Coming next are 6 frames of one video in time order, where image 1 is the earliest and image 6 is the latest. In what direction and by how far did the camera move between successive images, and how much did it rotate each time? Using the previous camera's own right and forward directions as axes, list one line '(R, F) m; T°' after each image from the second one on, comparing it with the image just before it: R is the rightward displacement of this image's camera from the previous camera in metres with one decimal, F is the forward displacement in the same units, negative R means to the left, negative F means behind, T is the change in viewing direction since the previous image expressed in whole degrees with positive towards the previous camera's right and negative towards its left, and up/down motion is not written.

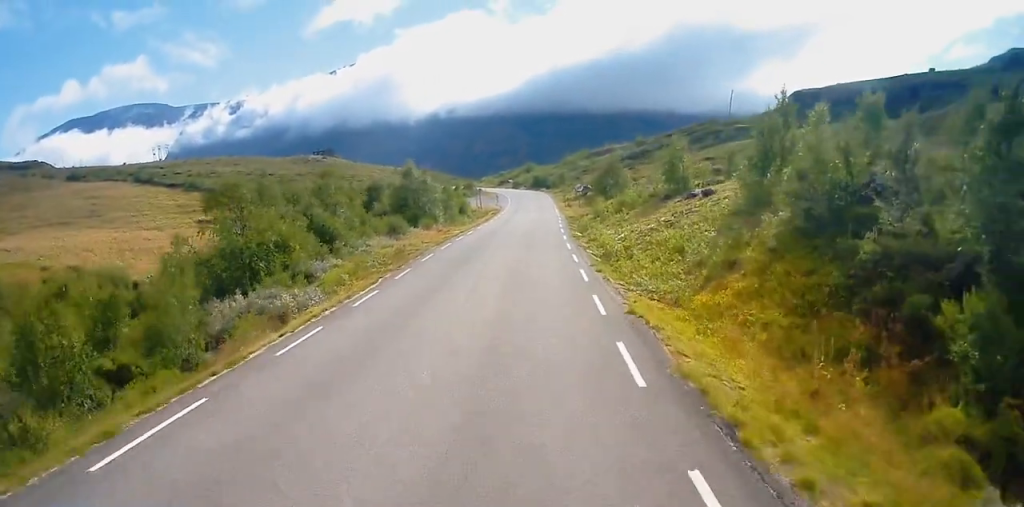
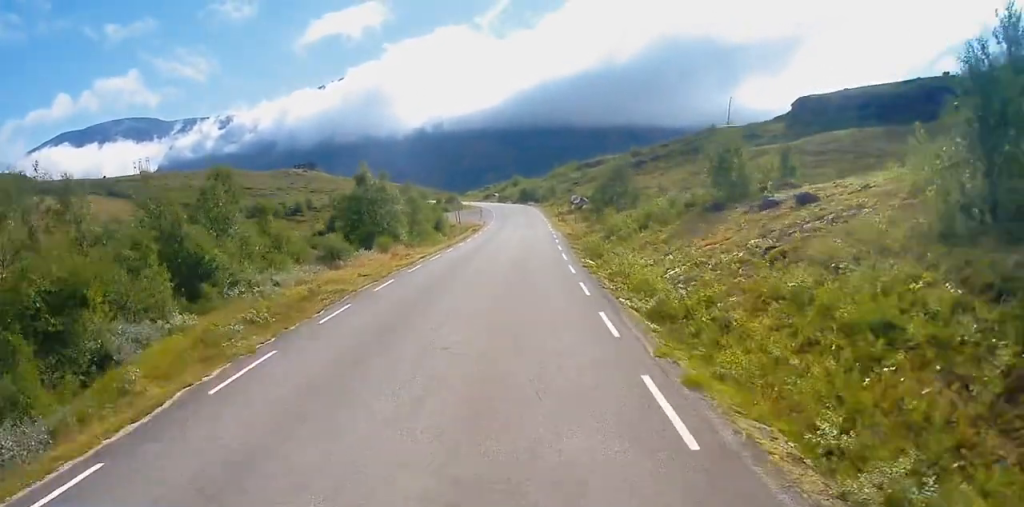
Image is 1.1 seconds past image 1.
(+0.7, +14.5) m; +1°
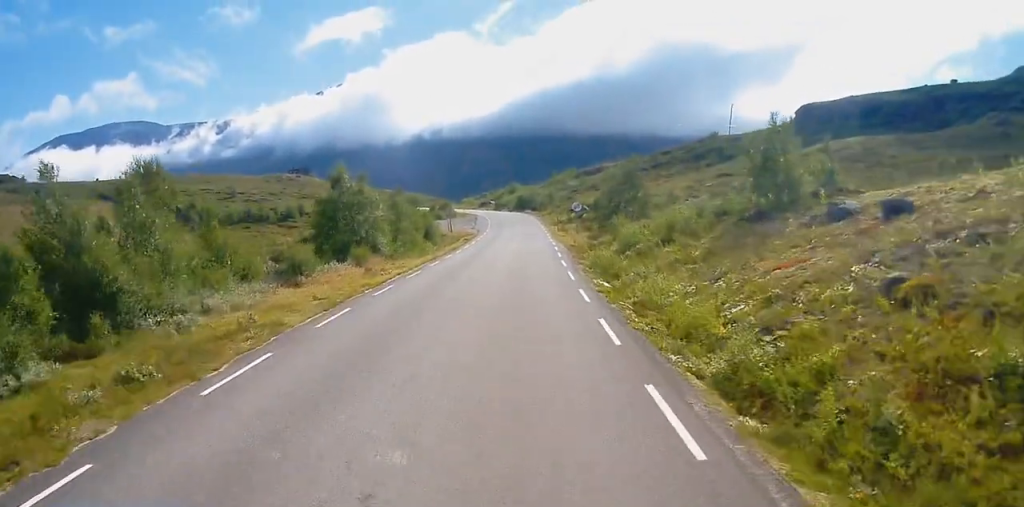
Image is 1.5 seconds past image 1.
(-0.1, +6.2) m; -1°
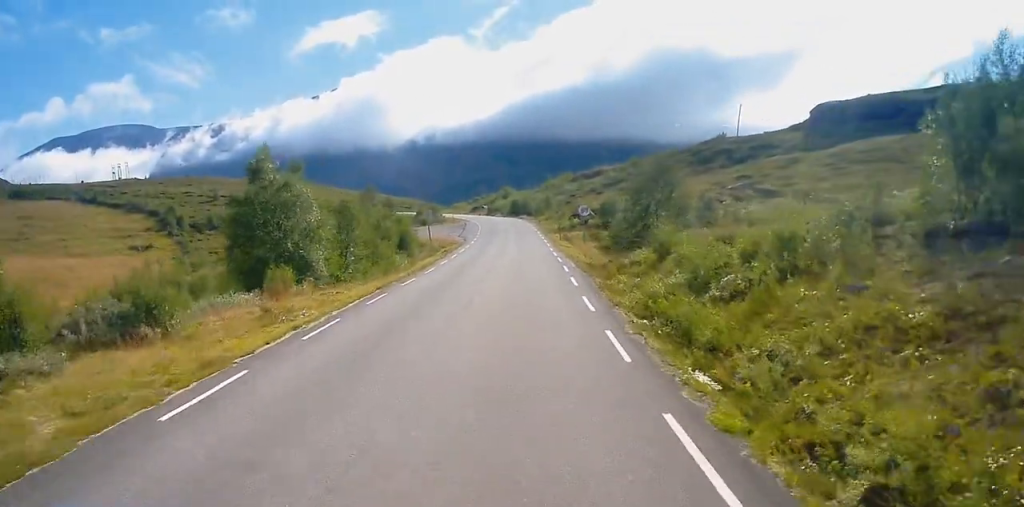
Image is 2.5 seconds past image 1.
(-0.7, +13.3) m; -1°
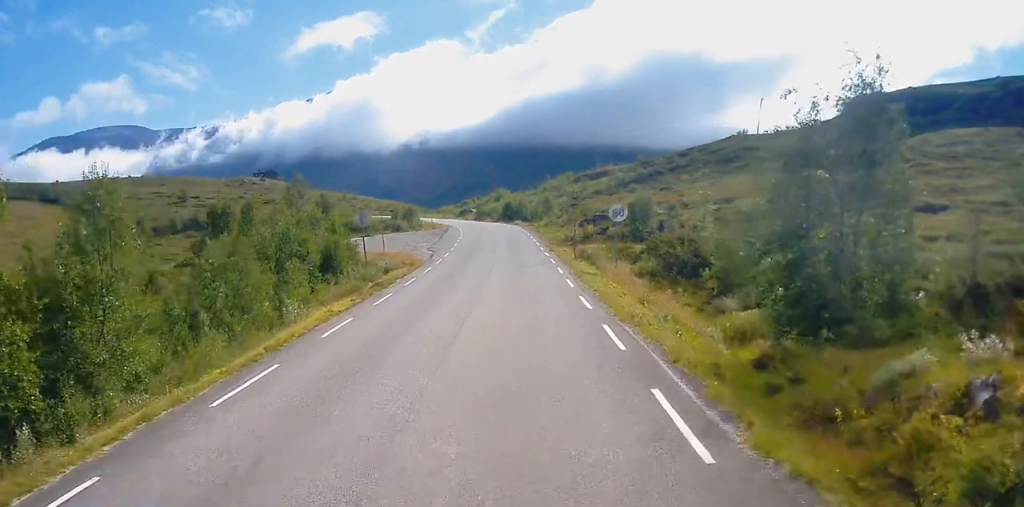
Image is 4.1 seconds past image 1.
(+0.6, +22.7) m; +3°
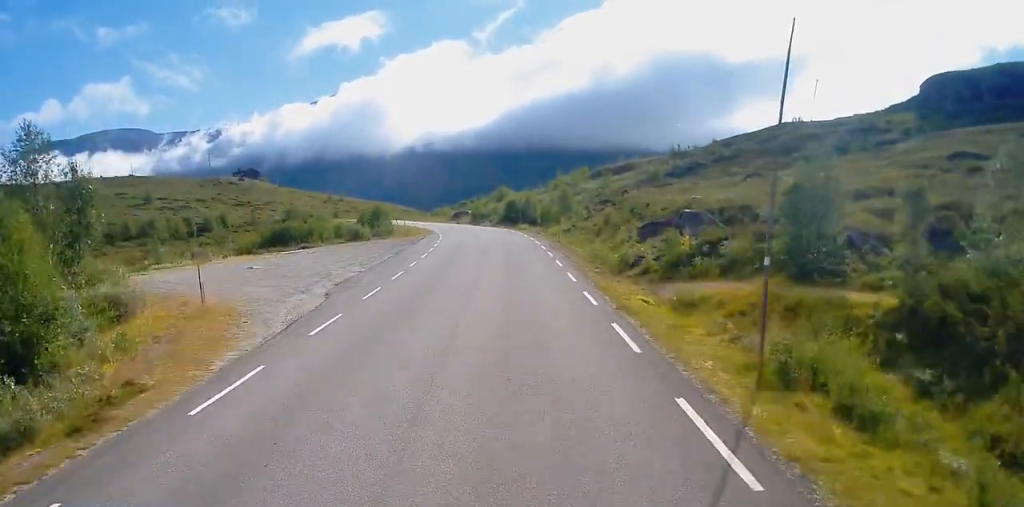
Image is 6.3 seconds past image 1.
(+0.1, +31.1) m; -2°
